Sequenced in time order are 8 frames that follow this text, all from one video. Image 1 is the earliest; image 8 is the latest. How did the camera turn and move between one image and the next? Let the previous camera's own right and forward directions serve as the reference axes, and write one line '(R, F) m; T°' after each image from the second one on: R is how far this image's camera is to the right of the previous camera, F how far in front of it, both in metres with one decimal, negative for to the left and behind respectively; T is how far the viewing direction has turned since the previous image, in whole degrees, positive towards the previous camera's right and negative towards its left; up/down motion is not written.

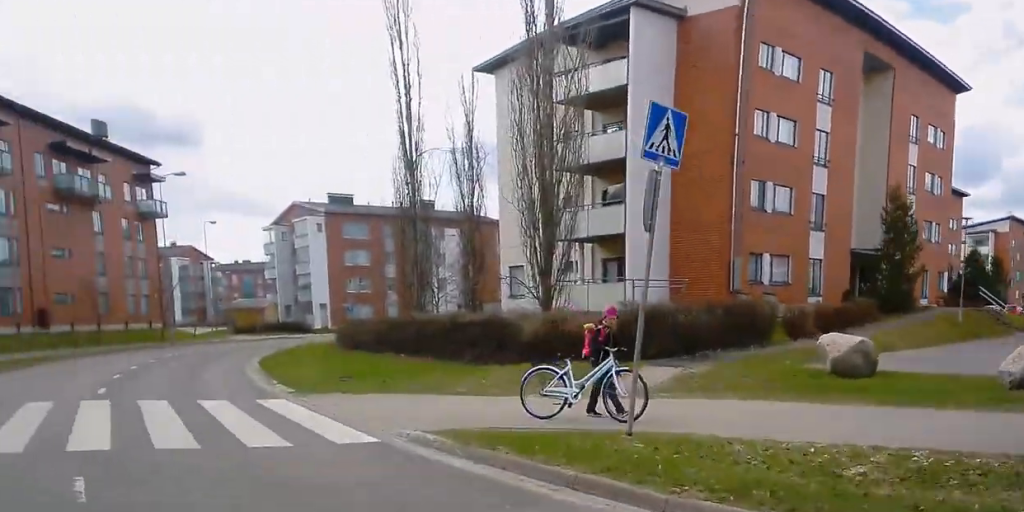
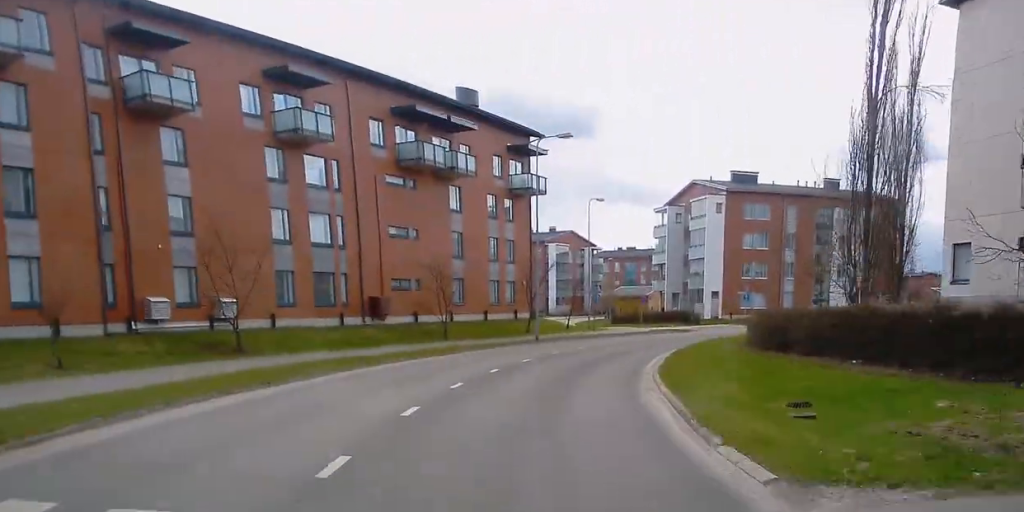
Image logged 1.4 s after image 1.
(-0.1, +7.6) m; -4°
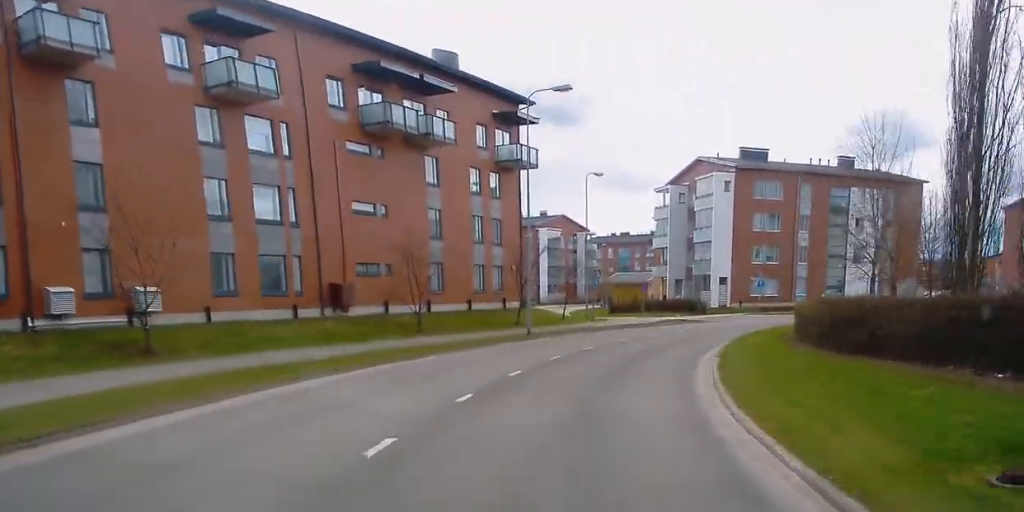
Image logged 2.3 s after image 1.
(-0.3, +6.5) m; +1°
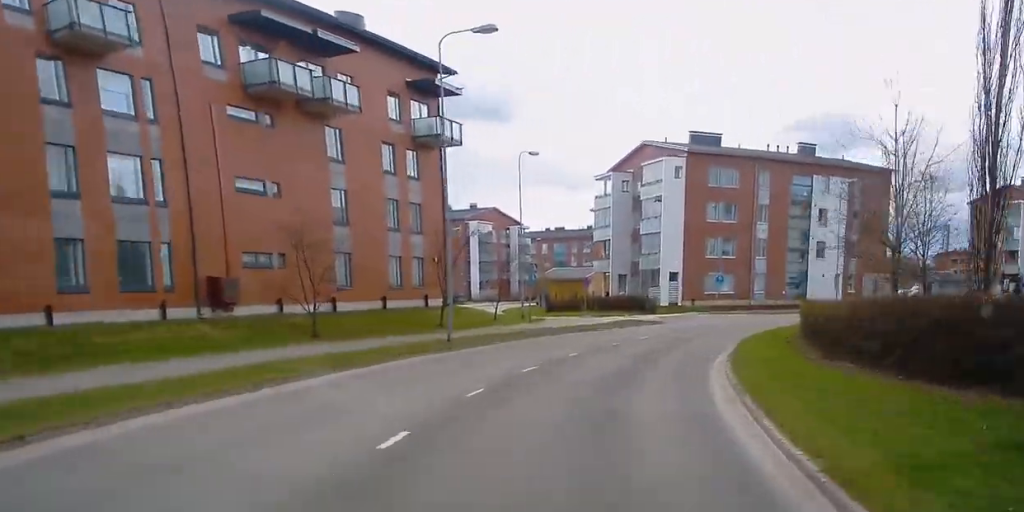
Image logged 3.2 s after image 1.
(-0.5, +6.3) m; +2°
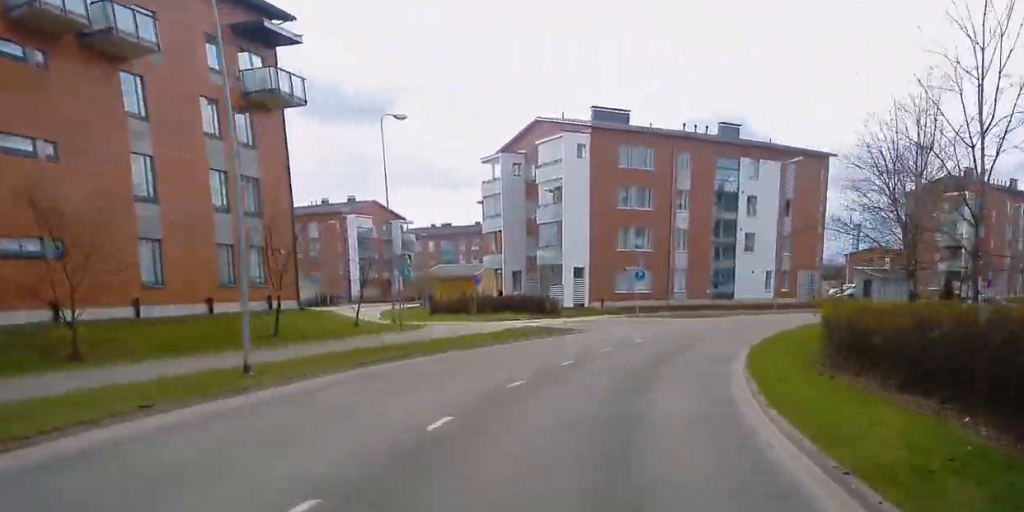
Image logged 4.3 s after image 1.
(+0.5, +9.3) m; +6°
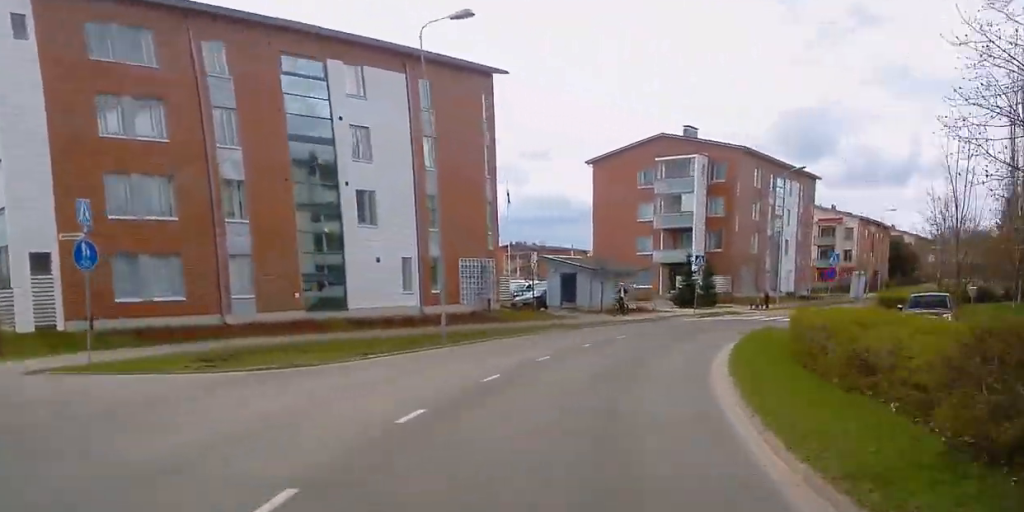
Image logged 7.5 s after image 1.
(+5.2, +28.1) m; +28°
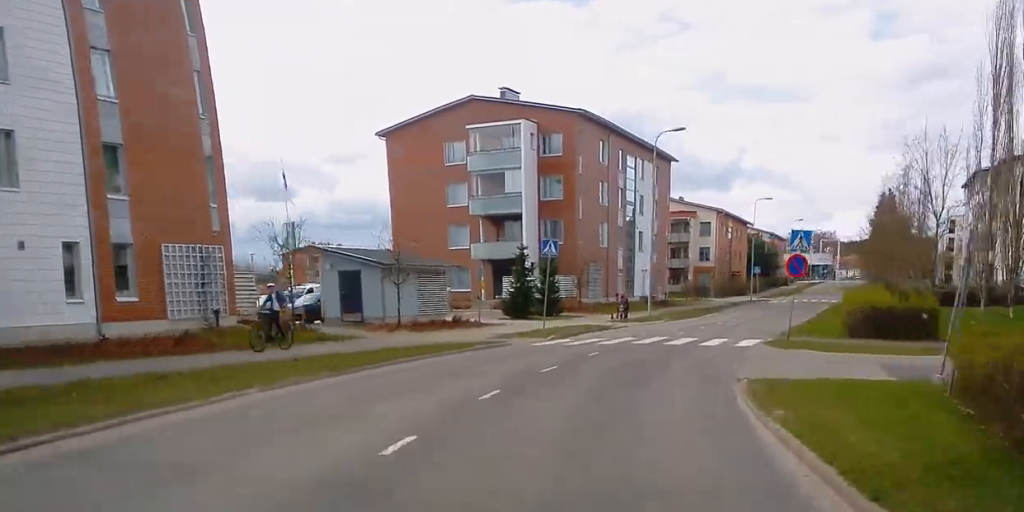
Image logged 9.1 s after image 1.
(+3.4, +16.3) m; +11°
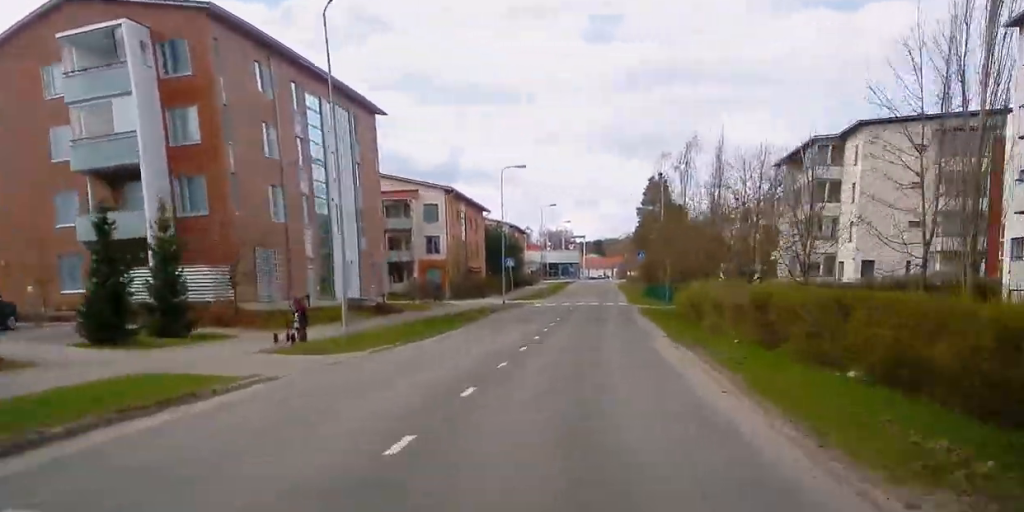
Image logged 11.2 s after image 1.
(+1.1, +21.7) m; +4°
